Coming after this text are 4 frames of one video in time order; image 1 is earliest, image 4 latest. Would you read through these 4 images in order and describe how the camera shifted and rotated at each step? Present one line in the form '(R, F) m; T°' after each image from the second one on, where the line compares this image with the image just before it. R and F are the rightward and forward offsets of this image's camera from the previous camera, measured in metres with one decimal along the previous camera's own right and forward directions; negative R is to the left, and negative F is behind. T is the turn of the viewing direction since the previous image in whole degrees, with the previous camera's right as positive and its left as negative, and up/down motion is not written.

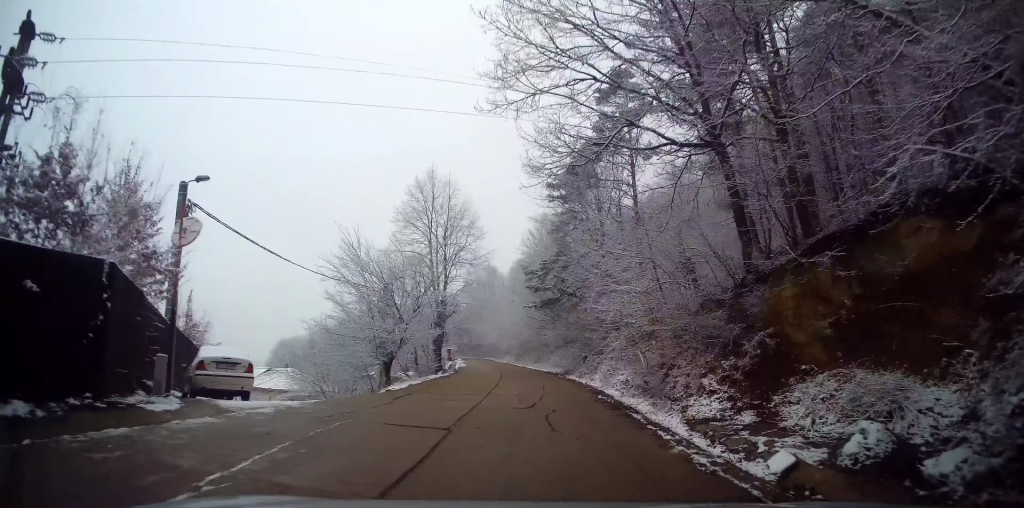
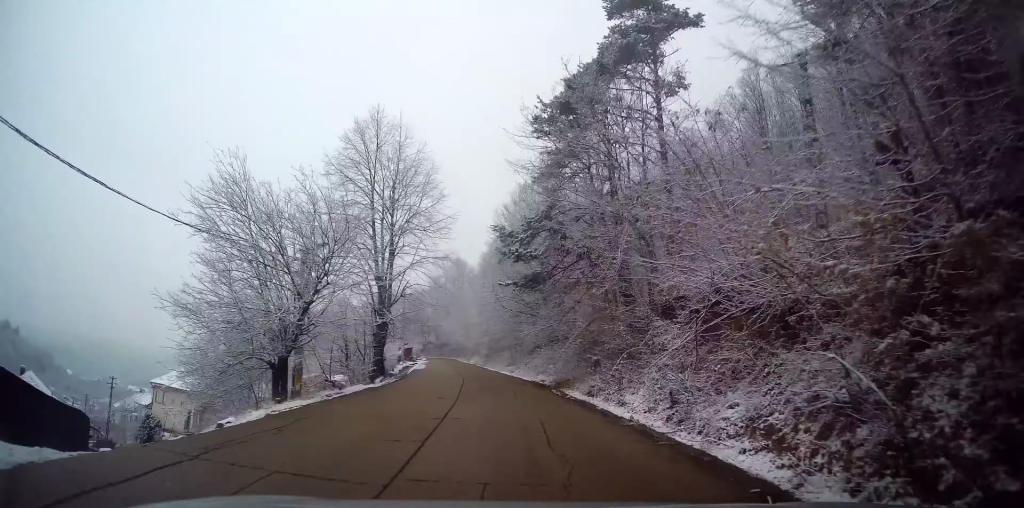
(+0.5, +11.3) m; +4°
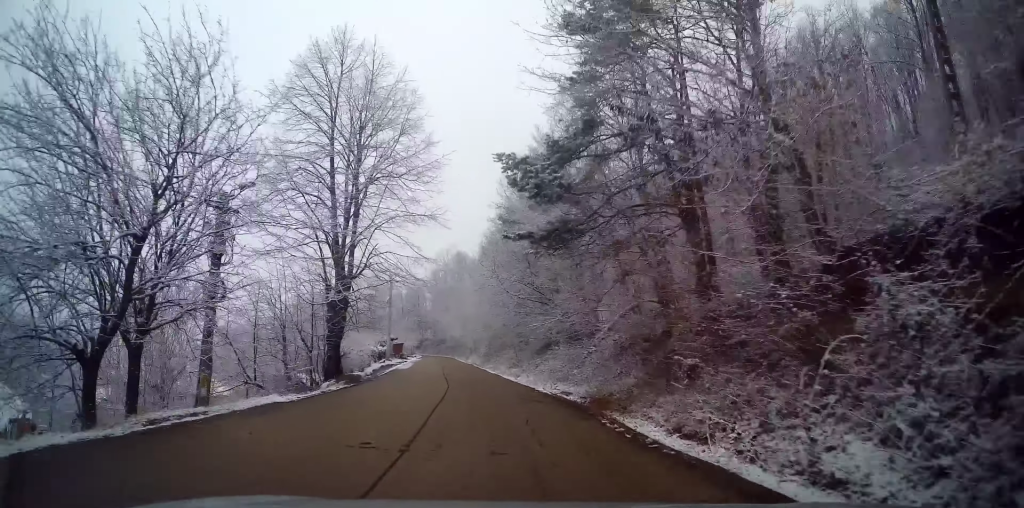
(+0.2, +9.3) m; 0°
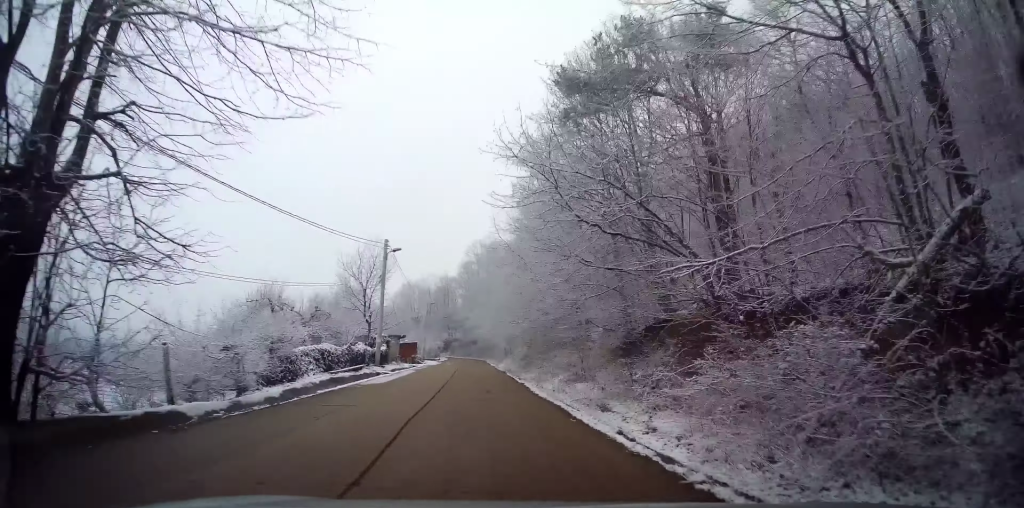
(-0.7, +17.6) m; -4°
